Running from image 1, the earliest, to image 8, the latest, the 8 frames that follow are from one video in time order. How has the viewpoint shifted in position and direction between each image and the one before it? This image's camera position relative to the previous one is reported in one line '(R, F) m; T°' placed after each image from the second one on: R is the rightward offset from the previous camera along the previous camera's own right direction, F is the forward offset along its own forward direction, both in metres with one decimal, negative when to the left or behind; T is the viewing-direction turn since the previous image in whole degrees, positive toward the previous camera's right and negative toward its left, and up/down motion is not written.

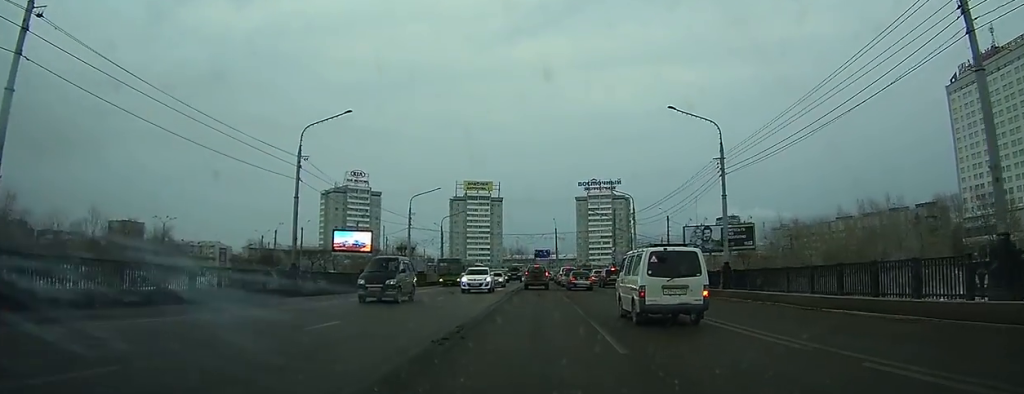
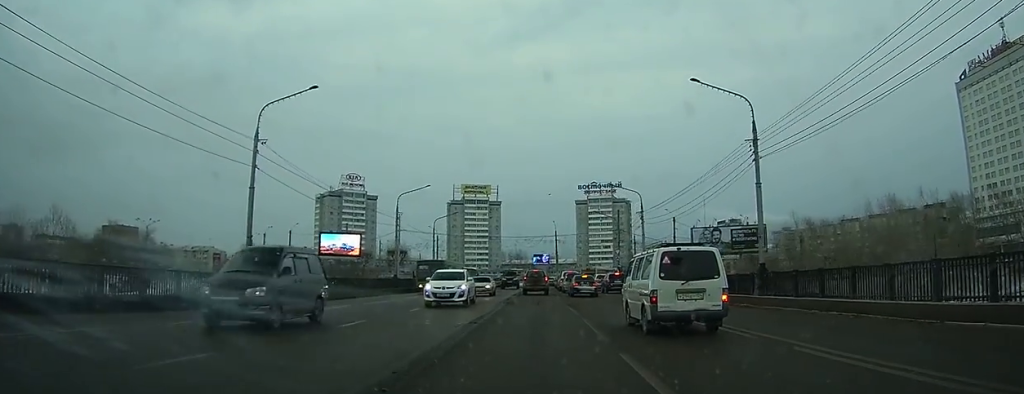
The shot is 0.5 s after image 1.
(-0.1, +5.7) m; +1°
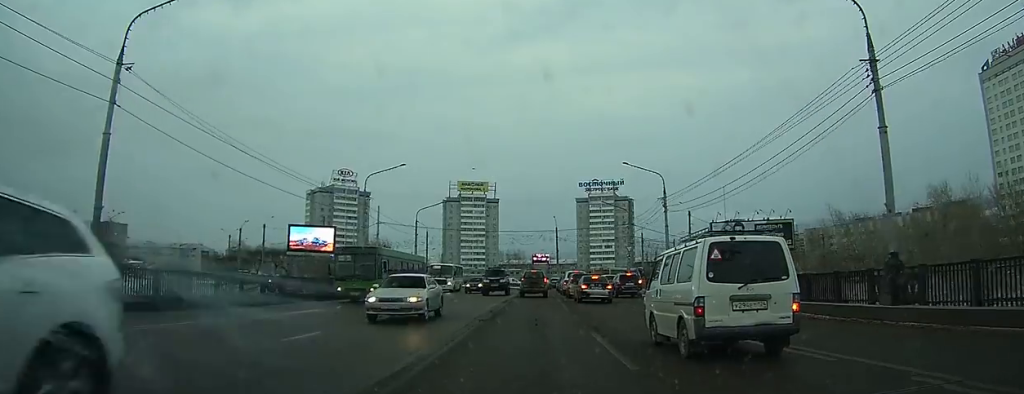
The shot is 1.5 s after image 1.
(+0.3, +11.3) m; +1°
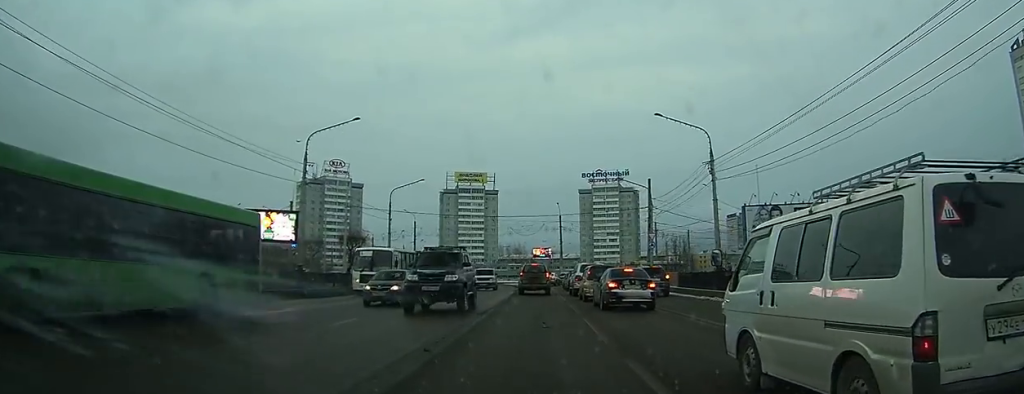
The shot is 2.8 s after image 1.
(-0.1, +13.1) m; -1°
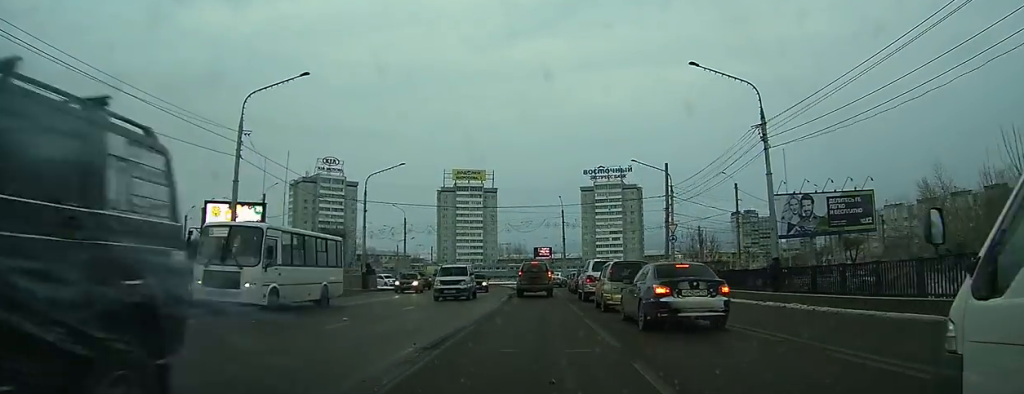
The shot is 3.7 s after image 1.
(0.0, +8.4) m; 0°
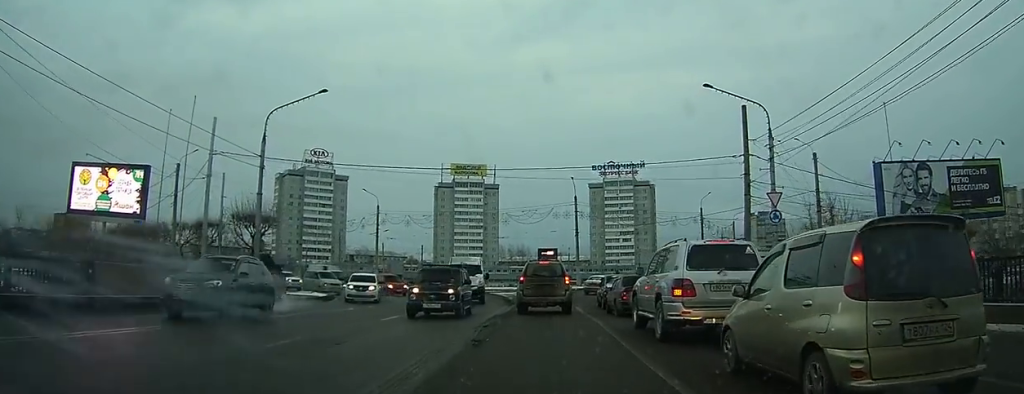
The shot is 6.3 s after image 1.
(+0.4, +20.3) m; +2°
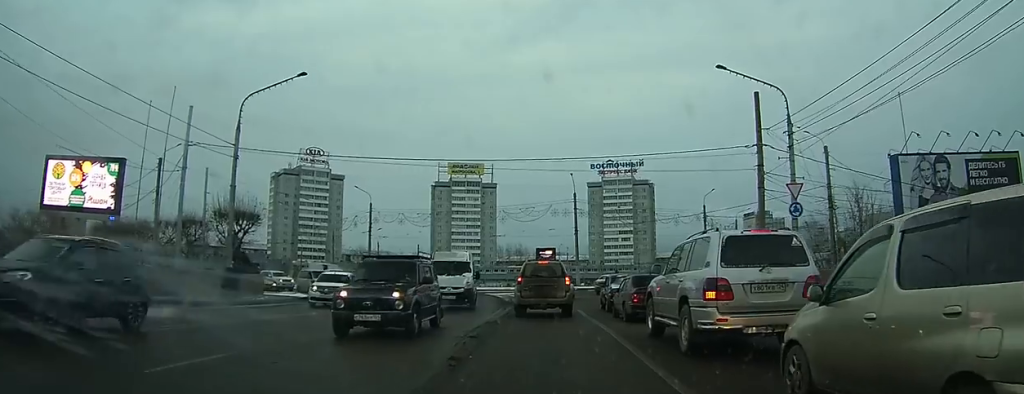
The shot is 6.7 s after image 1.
(0.0, +2.6) m; 0°
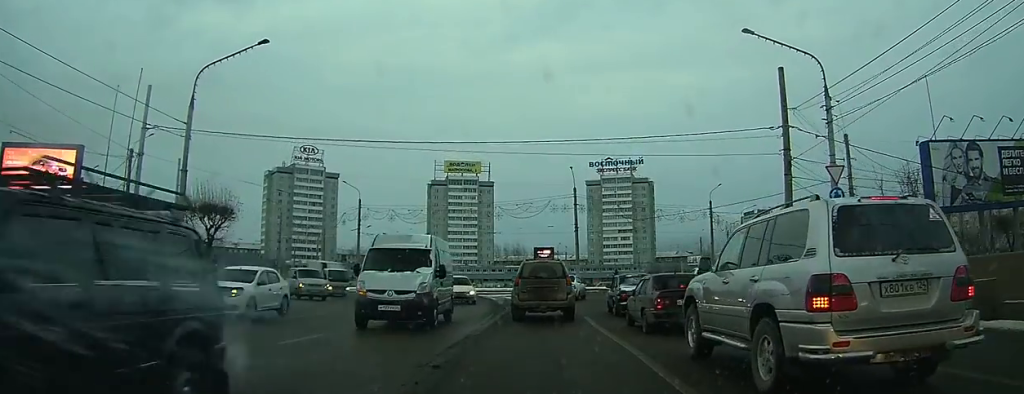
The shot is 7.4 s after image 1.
(0.0, +4.2) m; 0°
